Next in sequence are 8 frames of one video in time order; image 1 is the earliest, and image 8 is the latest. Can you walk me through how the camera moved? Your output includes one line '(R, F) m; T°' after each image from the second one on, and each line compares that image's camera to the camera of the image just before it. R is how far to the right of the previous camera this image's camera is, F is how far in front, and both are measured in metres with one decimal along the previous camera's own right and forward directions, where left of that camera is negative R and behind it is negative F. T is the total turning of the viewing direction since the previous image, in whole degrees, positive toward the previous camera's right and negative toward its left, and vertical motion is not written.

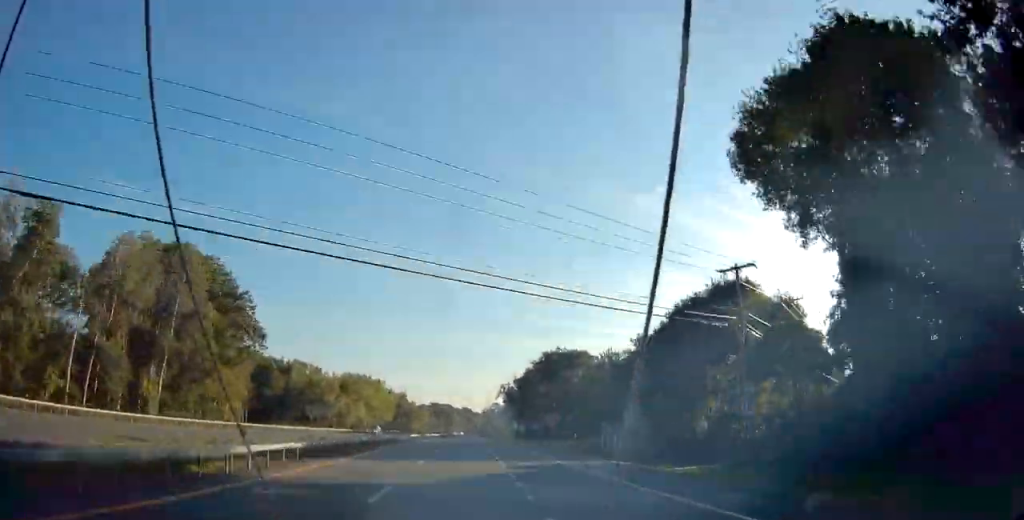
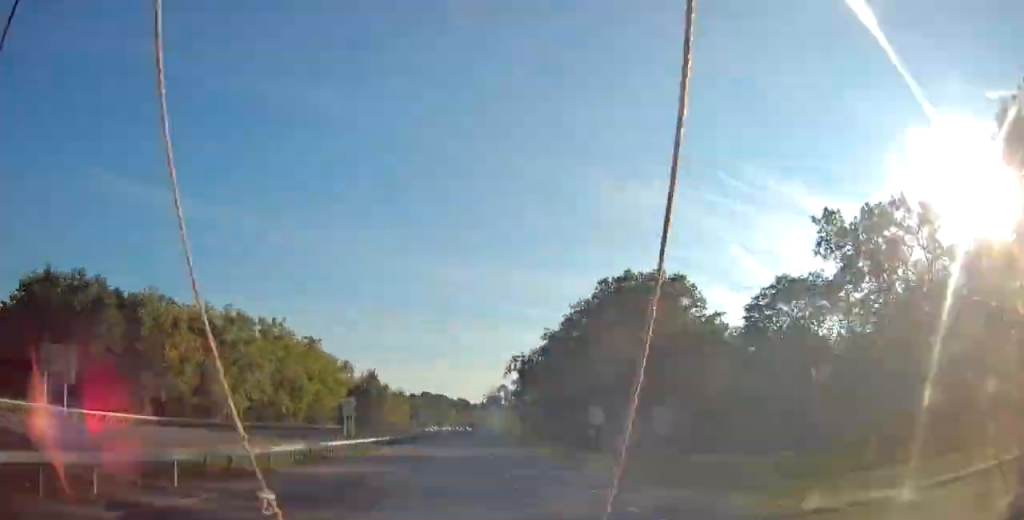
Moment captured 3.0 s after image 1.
(+0.3, +73.7) m; 0°
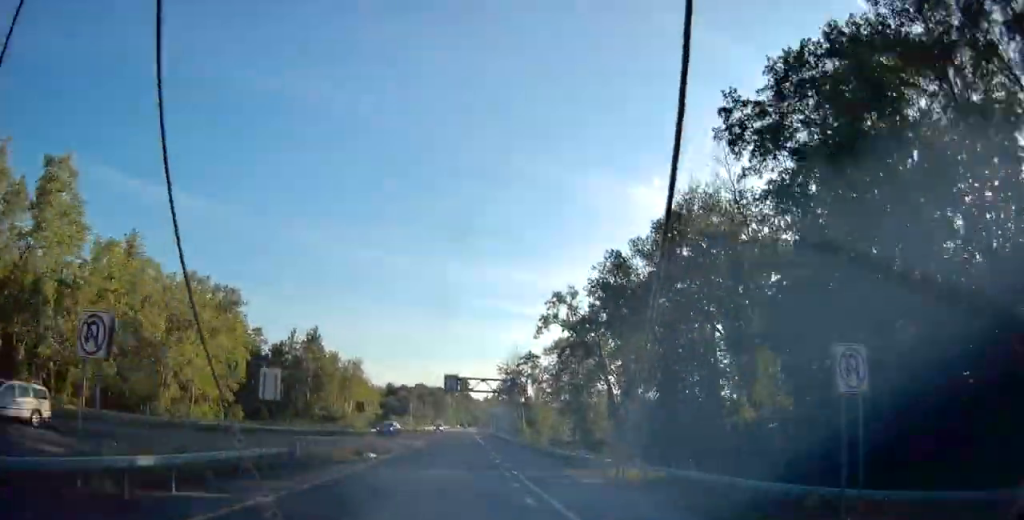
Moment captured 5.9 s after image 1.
(+0.2, +70.3) m; 0°
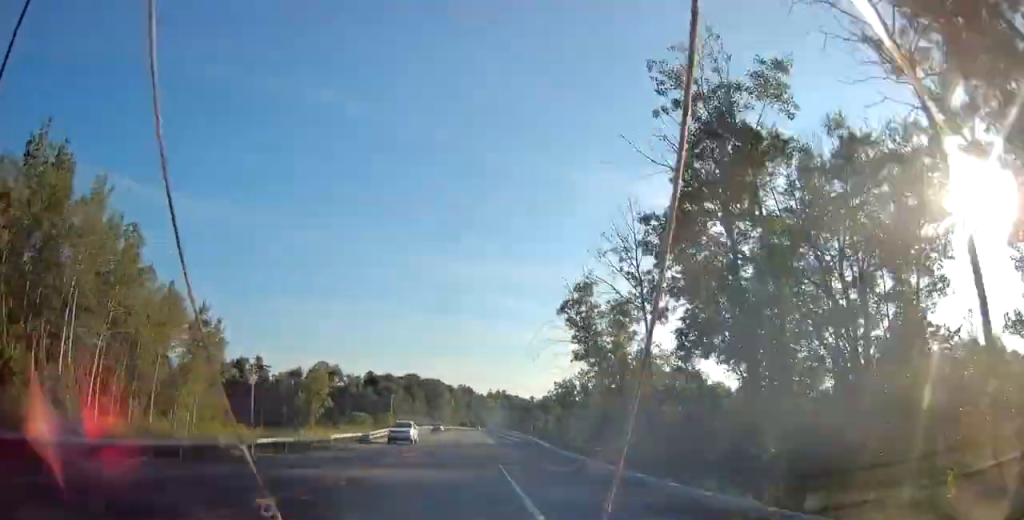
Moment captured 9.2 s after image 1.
(-0.2, +77.0) m; 0°
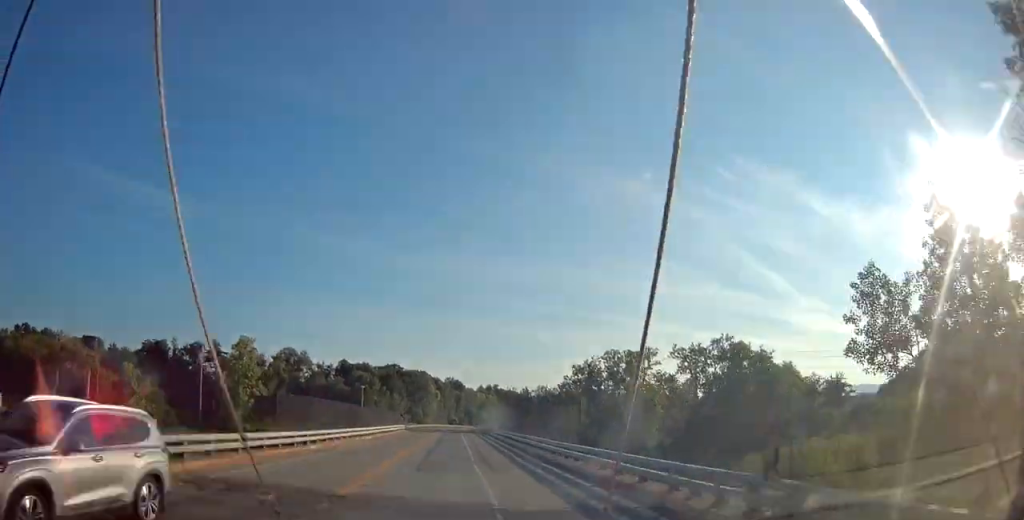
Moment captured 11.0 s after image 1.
(+0.1, +40.4) m; 0°
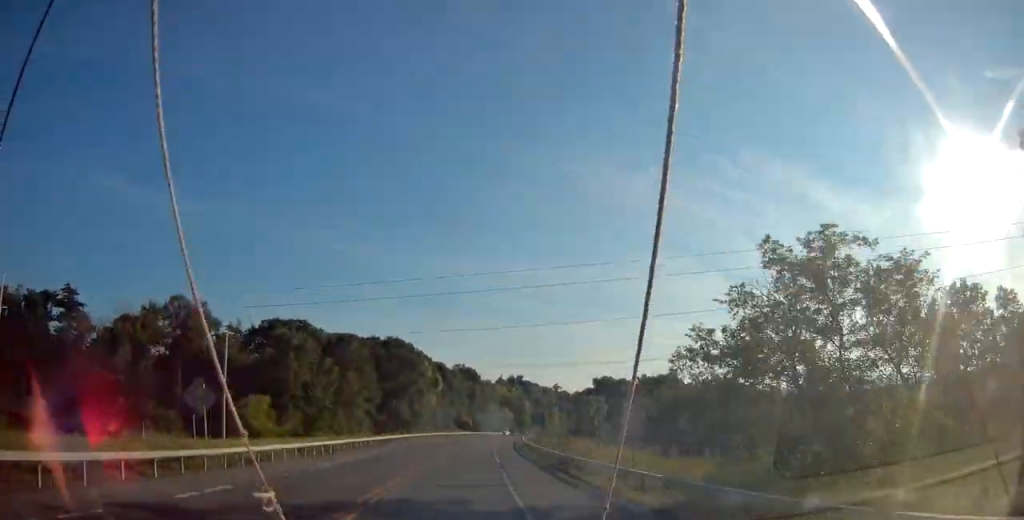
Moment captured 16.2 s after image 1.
(-0.4, +114.4) m; +1°
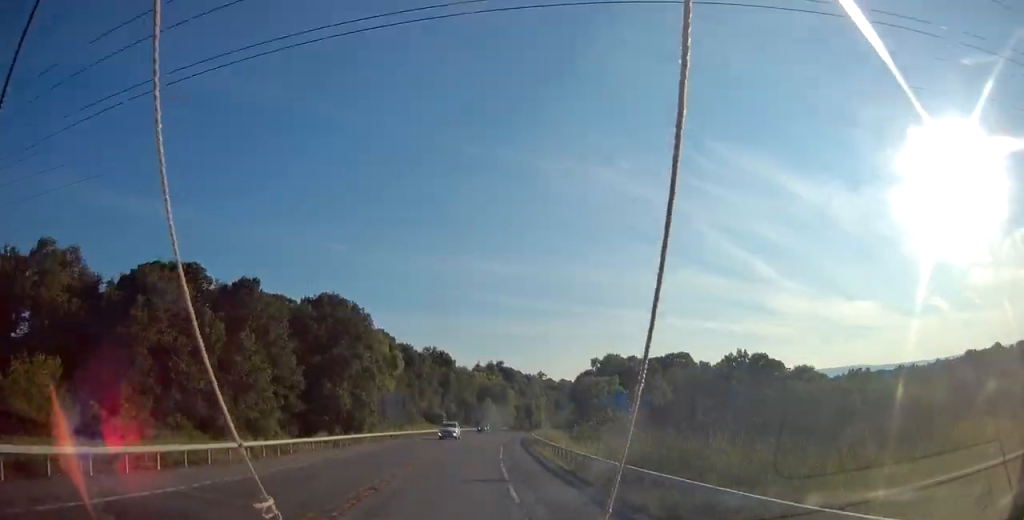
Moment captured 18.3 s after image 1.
(+0.1, +46.6) m; +2°
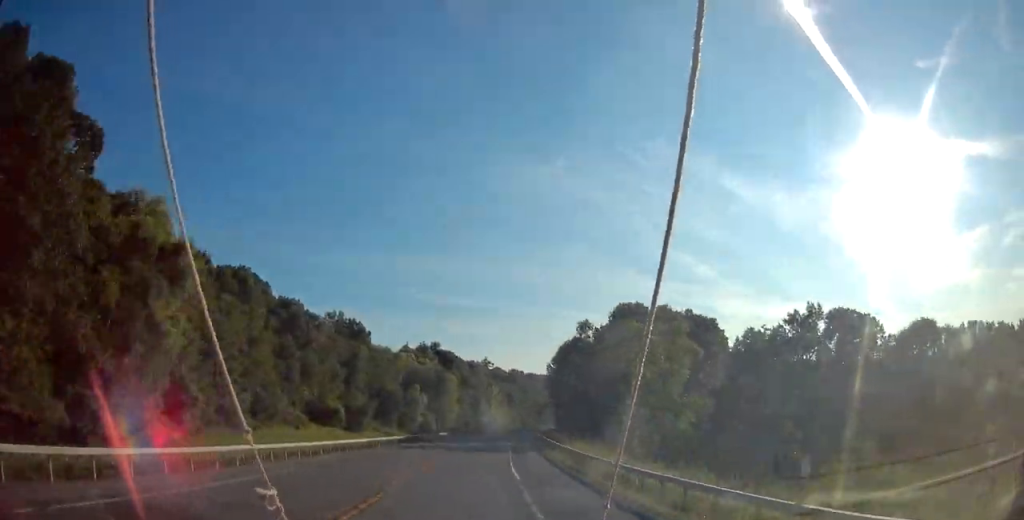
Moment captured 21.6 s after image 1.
(+3.9, +76.0) m; +6°
